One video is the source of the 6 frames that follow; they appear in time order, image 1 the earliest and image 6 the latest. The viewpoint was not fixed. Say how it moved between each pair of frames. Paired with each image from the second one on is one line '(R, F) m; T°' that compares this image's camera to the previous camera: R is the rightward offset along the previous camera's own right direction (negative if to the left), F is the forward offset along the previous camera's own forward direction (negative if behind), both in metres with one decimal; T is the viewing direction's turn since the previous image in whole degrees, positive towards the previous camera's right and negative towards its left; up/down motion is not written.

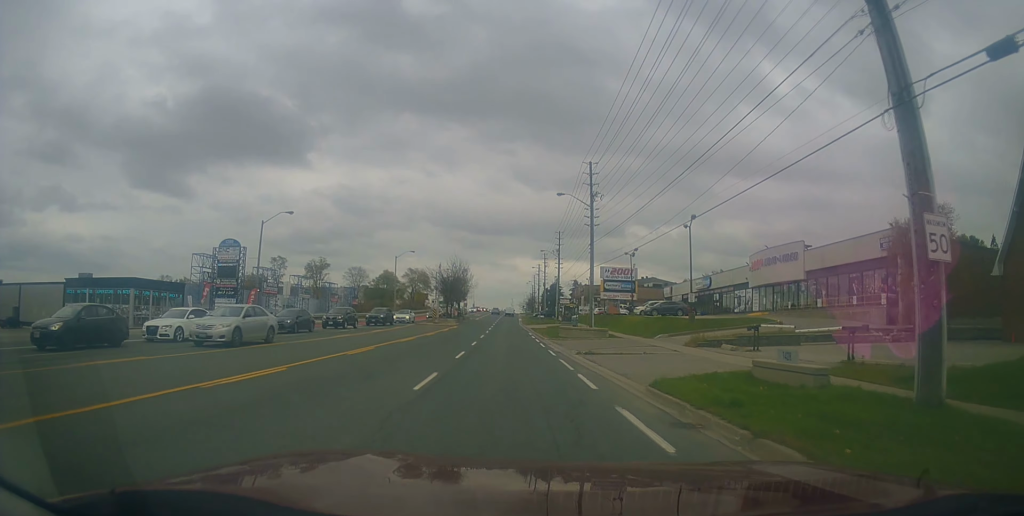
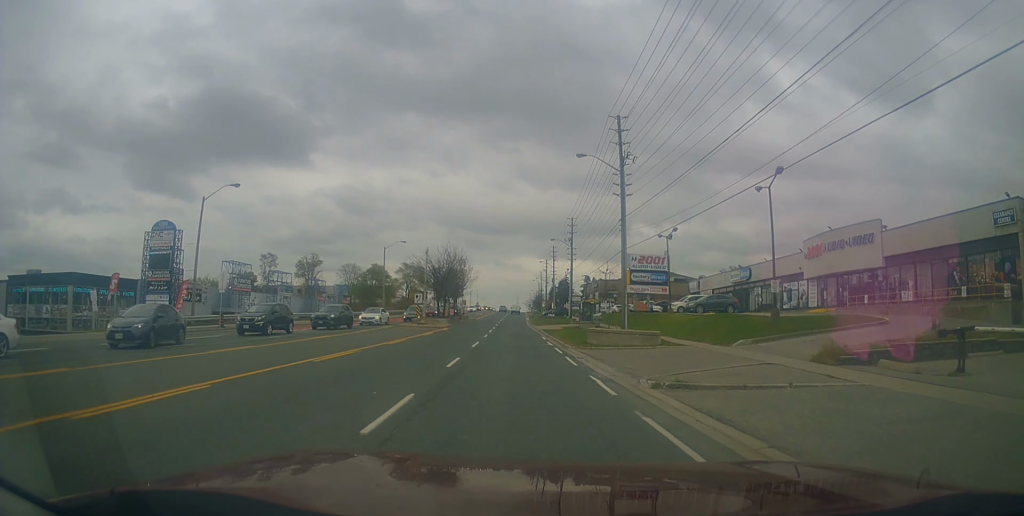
(+0.1, +13.2) m; +1°
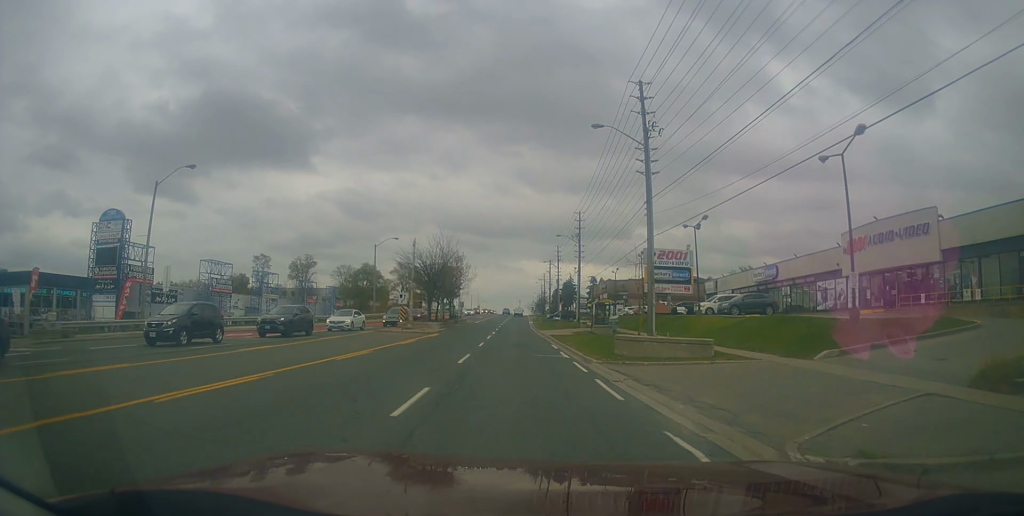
(+0.1, +7.4) m; 0°
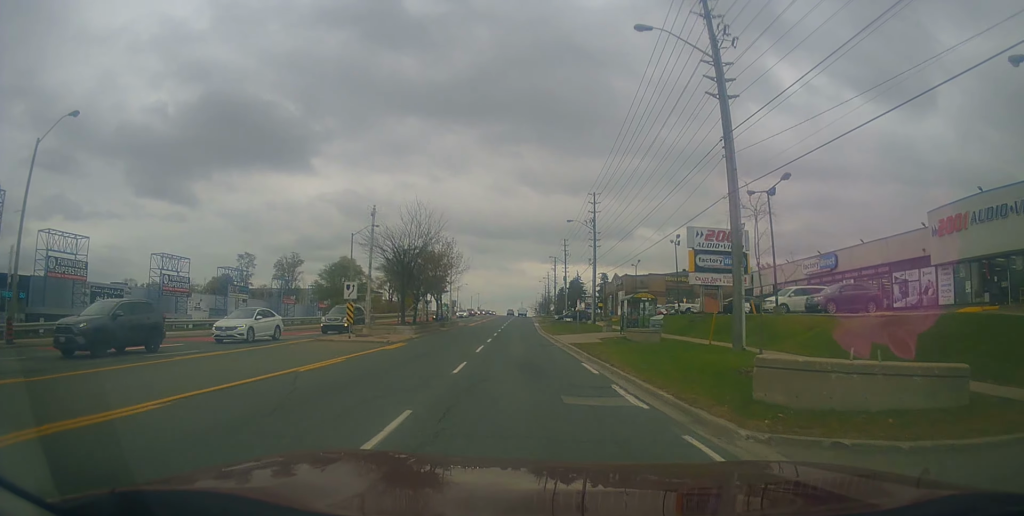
(-0.2, +12.9) m; -1°
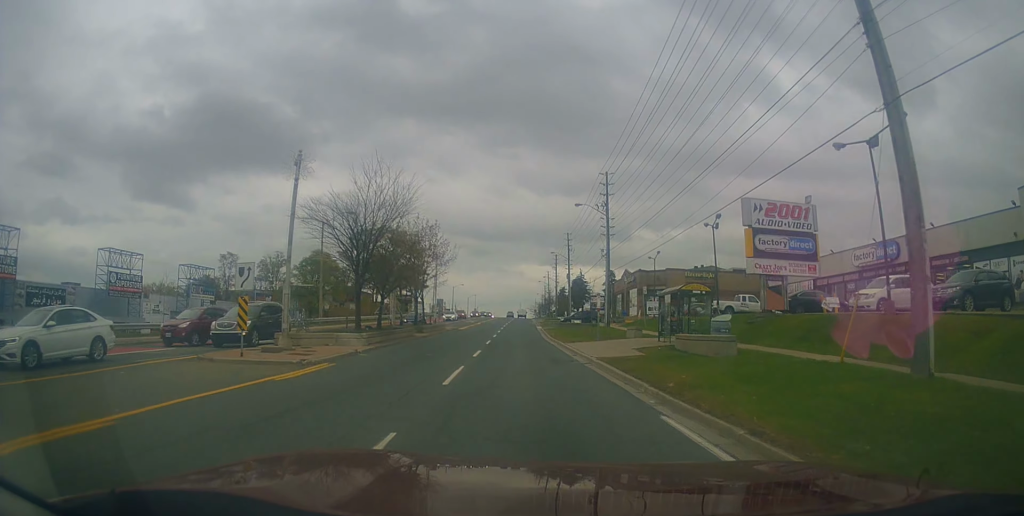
(-0.1, +10.4) m; +2°
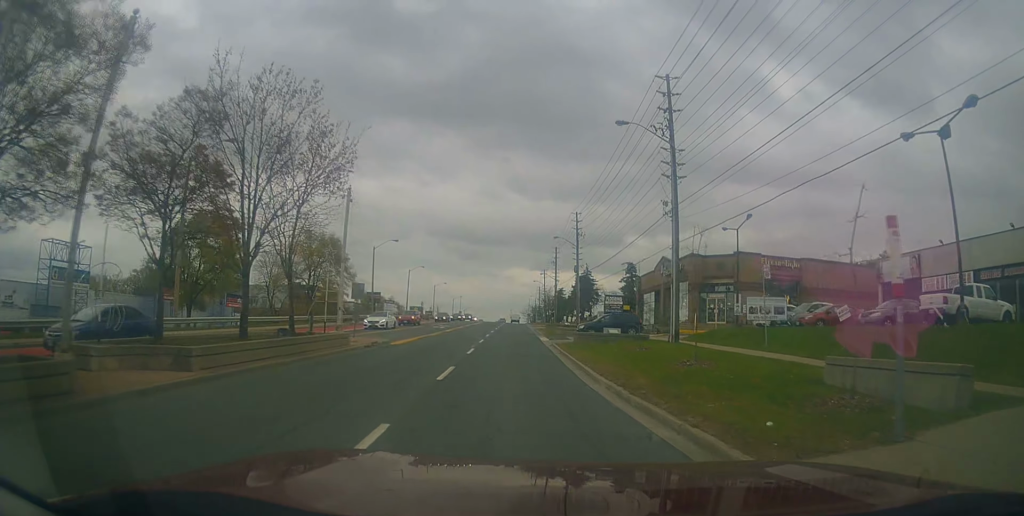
(+0.4, +25.6) m; -1°
